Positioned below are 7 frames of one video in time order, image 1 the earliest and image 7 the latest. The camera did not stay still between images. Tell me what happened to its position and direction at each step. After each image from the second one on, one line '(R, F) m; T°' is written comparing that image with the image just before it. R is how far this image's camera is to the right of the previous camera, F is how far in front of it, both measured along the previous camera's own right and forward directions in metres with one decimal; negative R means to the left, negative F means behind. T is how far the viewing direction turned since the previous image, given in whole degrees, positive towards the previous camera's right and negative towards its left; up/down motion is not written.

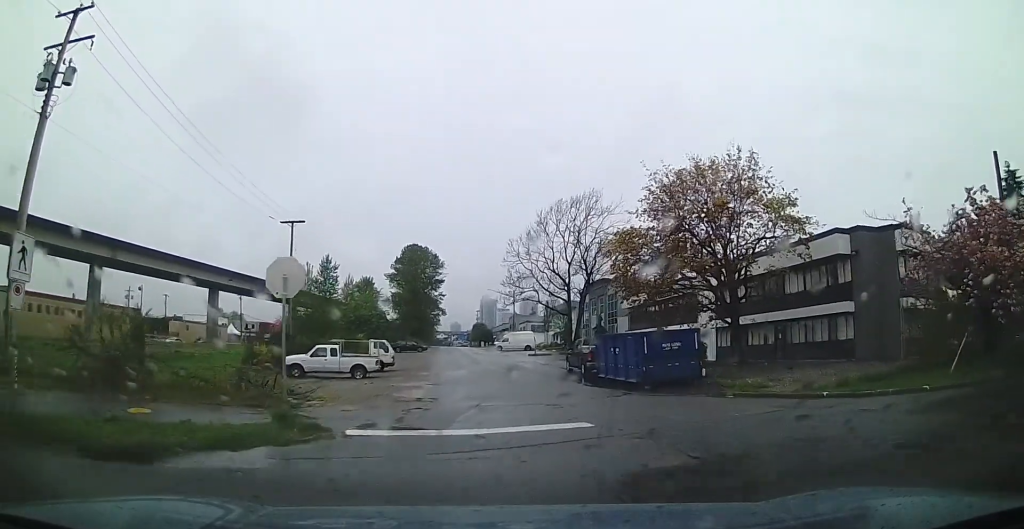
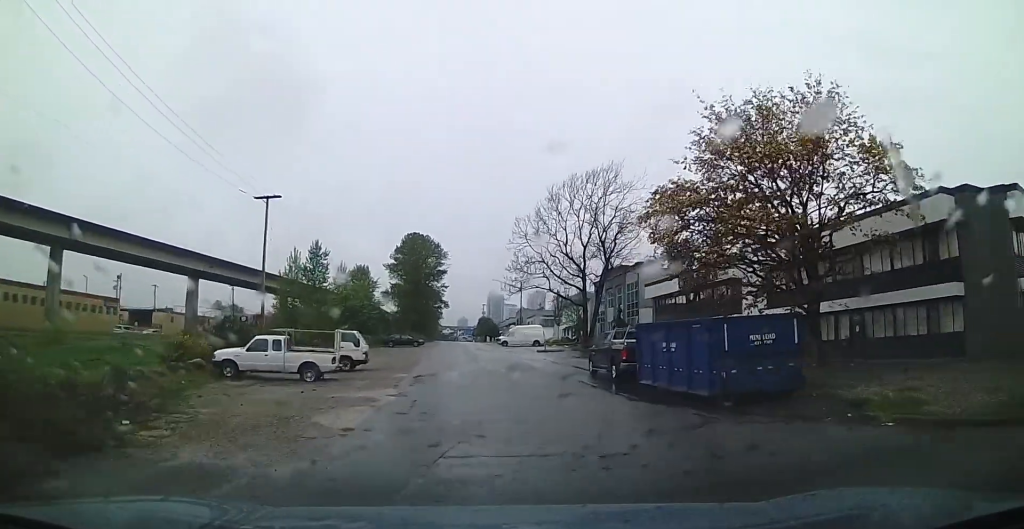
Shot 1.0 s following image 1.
(0.0, +6.8) m; 0°
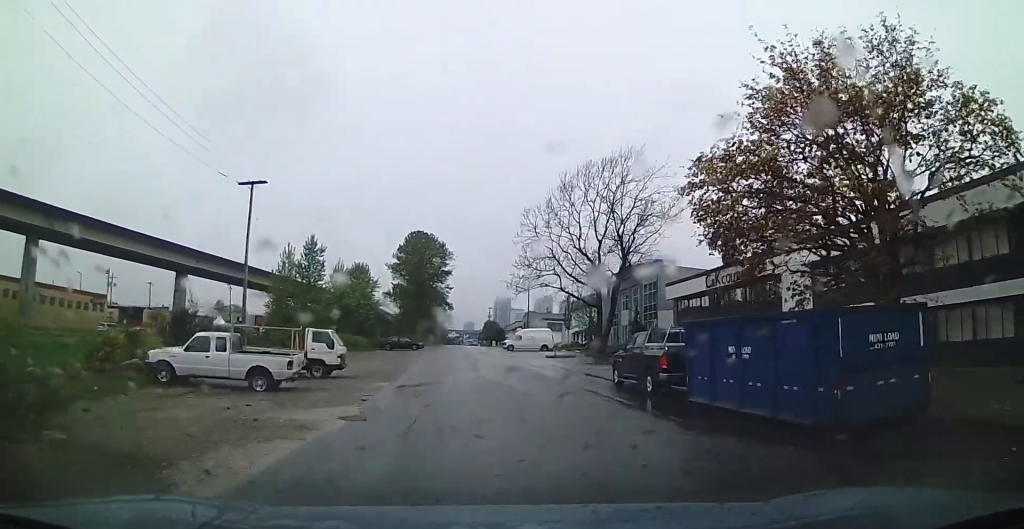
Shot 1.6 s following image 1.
(0.0, +3.8) m; -1°
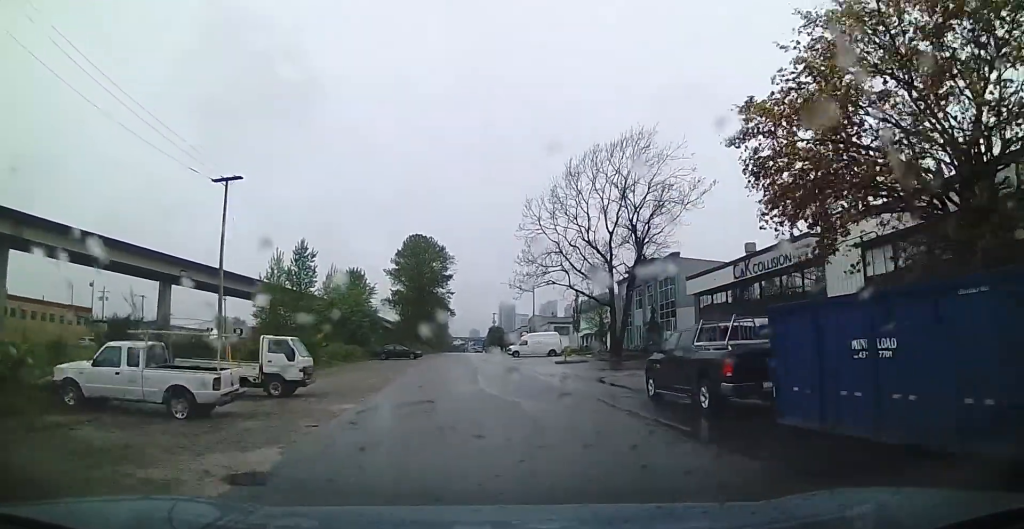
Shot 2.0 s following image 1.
(0.0, +3.6) m; -3°
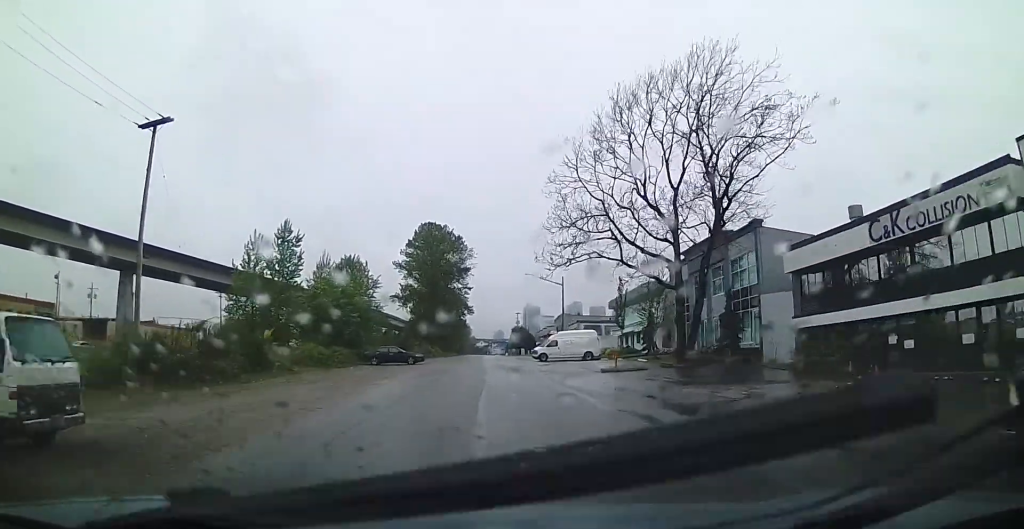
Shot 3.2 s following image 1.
(-0.8, +9.9) m; -11°
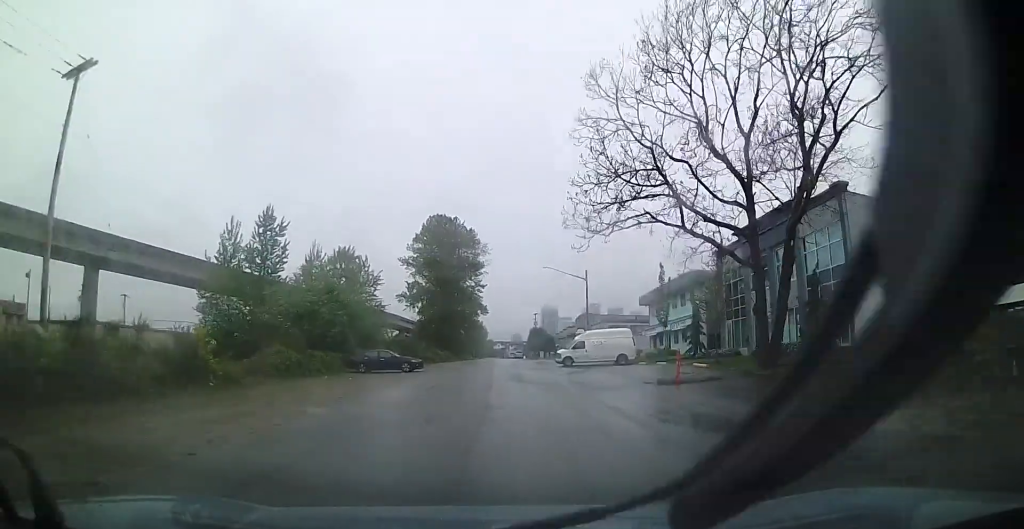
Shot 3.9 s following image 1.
(-0.4, +7.0) m; -6°
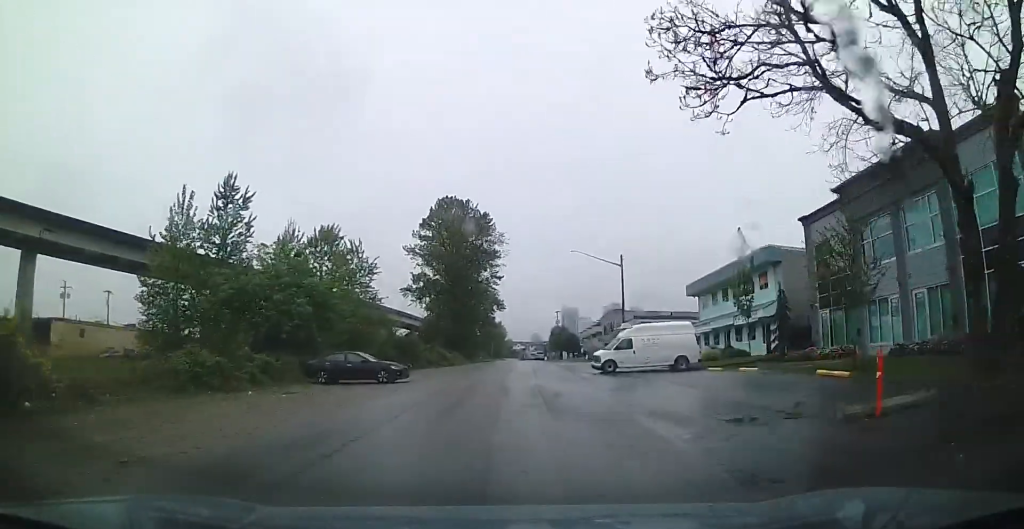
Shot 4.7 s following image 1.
(-0.6, +9.8) m; -2°
